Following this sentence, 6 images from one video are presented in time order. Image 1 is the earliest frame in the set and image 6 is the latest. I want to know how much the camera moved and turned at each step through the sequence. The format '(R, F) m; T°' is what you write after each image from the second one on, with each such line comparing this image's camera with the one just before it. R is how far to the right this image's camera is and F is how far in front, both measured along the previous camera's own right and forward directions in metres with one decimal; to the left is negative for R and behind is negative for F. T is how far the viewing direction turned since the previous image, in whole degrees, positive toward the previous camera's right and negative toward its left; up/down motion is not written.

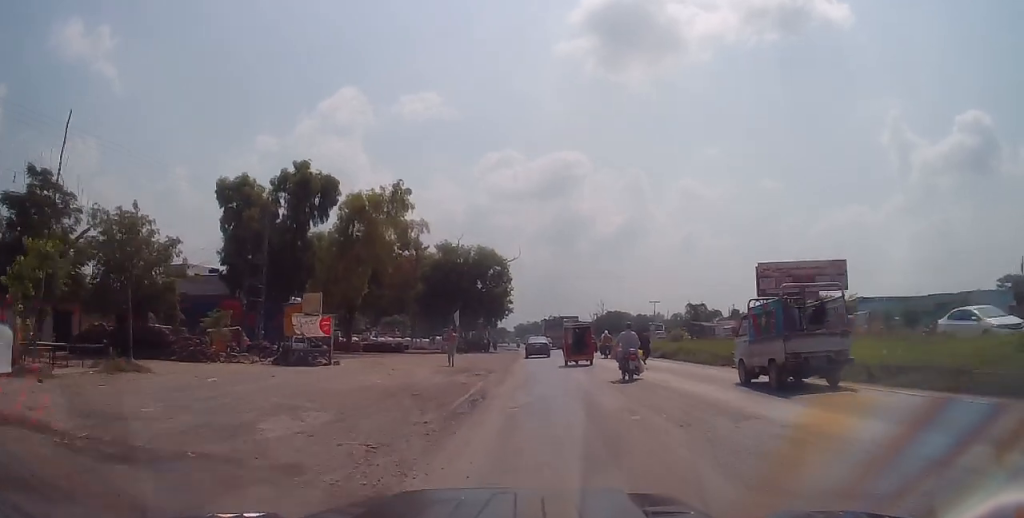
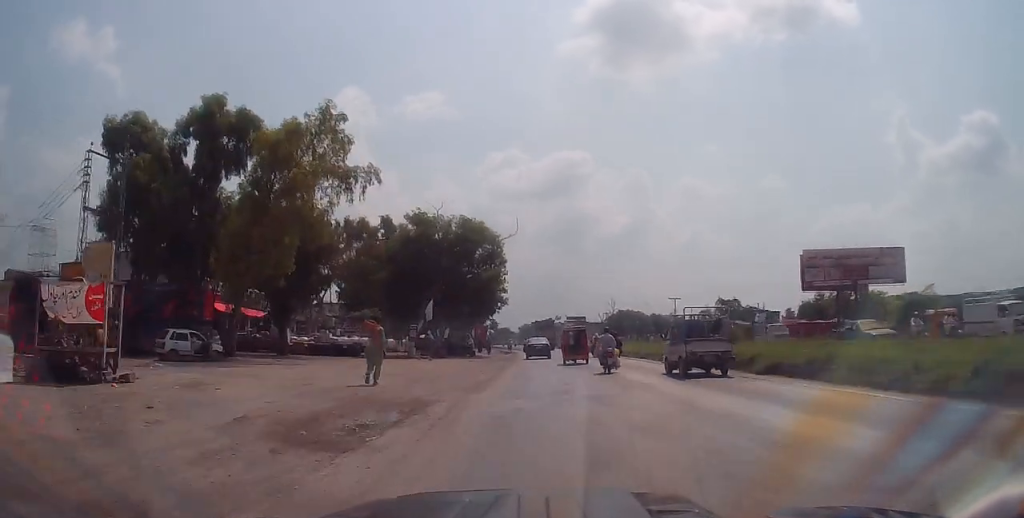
(0.0, +15.7) m; +1°
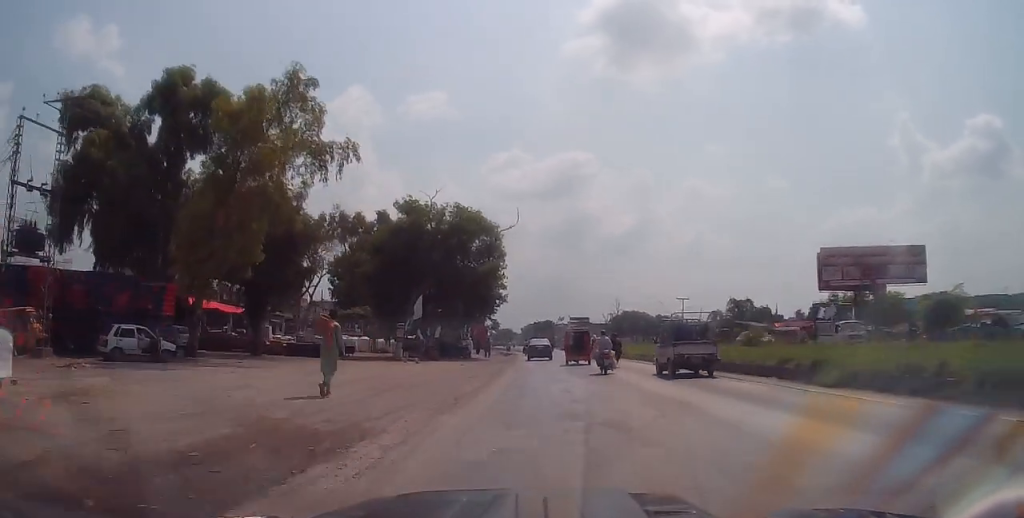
(-0.2, +4.4) m; +1°
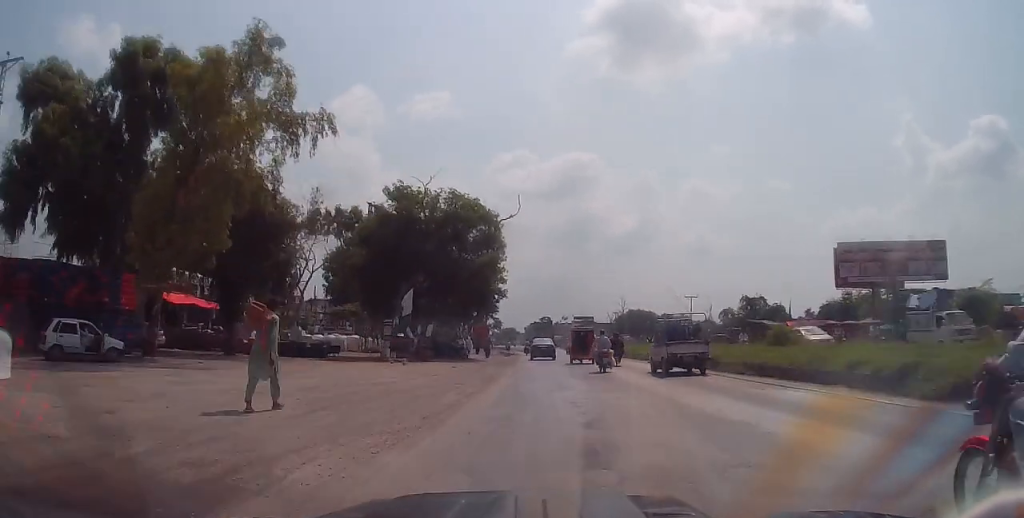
(+0.2, +3.8) m; -1°
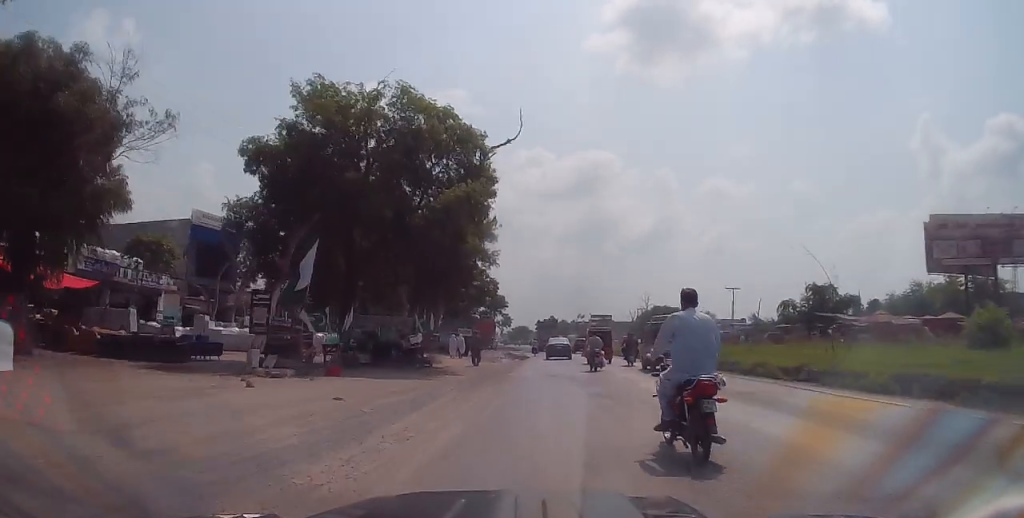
(-1.0, +16.1) m; -5°
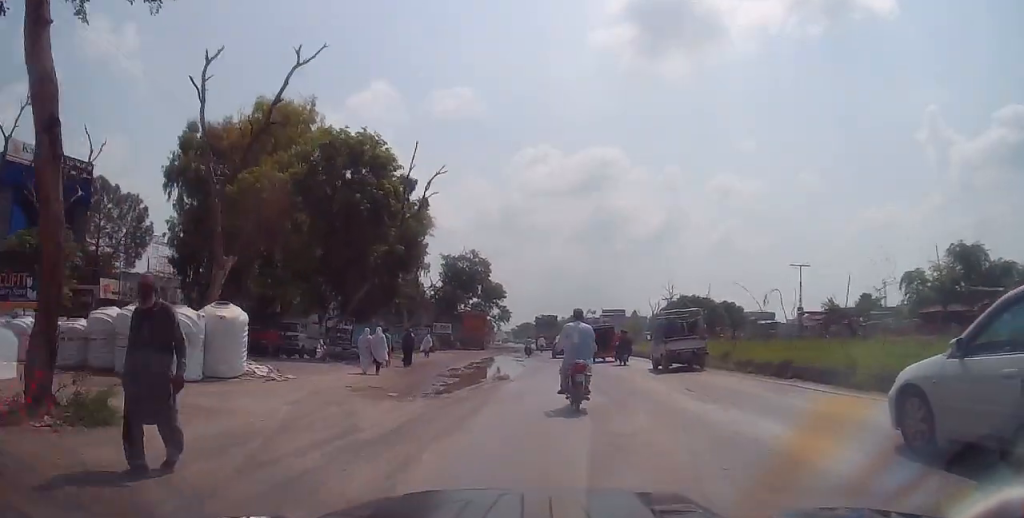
(+1.4, +22.9) m; +5°
